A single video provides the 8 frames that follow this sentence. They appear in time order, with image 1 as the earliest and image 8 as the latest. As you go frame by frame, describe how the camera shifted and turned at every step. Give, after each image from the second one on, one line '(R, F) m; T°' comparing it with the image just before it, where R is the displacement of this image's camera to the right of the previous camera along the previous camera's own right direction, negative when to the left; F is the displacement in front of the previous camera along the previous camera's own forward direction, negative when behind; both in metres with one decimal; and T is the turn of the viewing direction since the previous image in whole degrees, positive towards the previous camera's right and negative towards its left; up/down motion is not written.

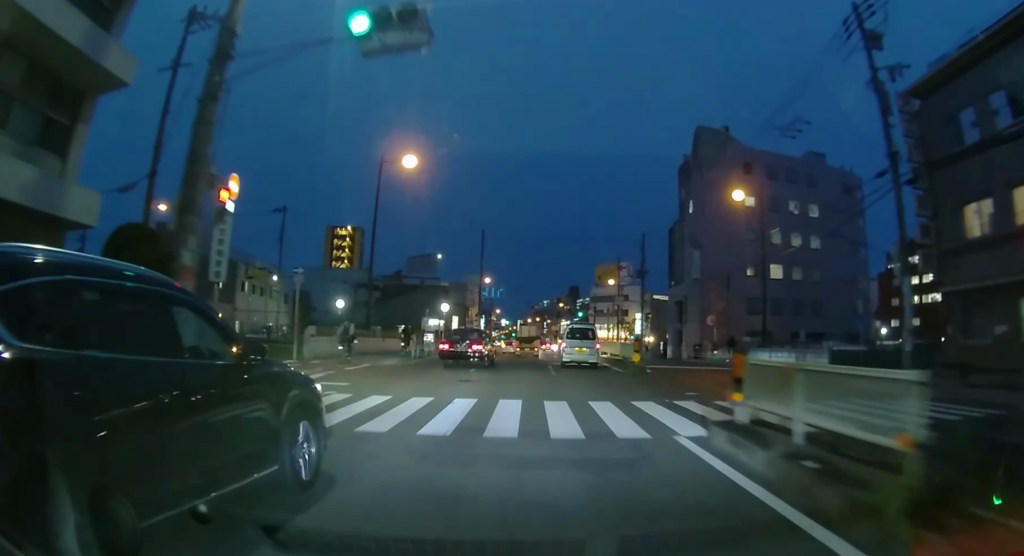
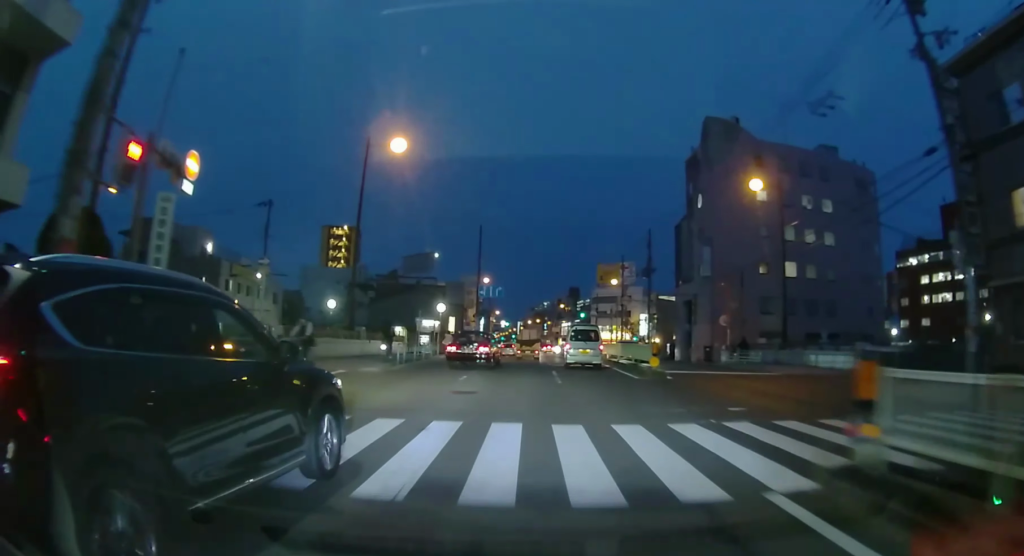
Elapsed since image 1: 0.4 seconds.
(0.0, +2.9) m; 0°
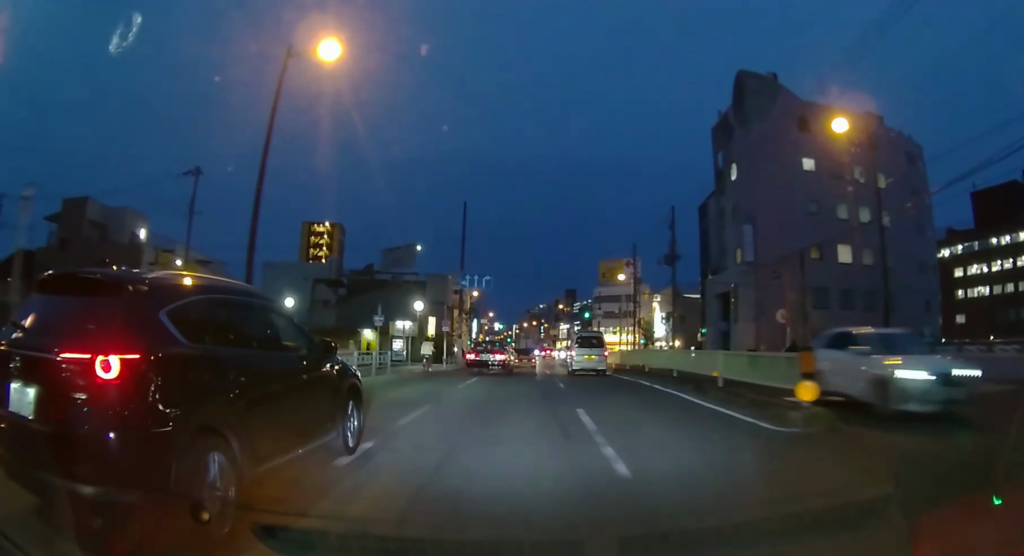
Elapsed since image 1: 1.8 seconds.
(+0.1, +10.6) m; +1°
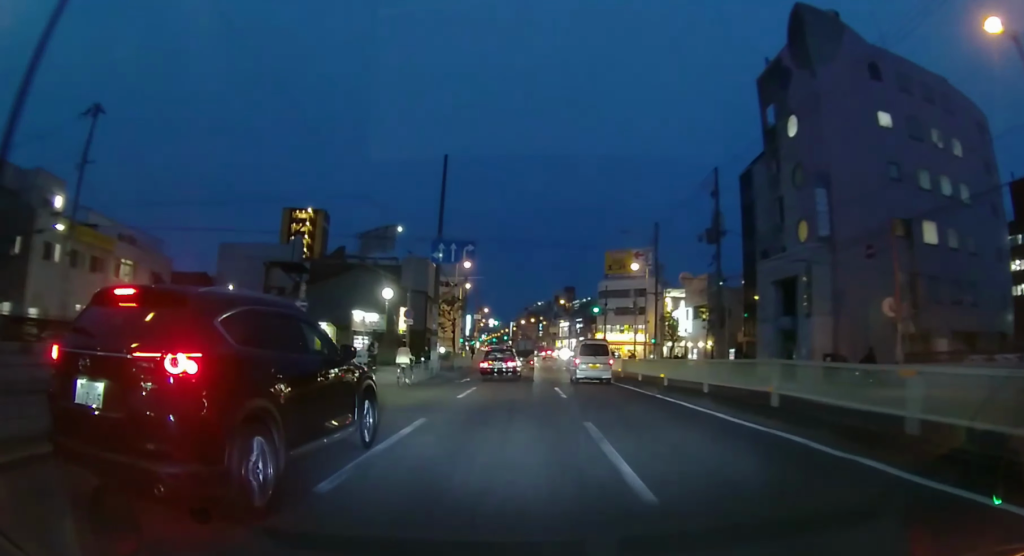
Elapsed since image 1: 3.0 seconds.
(0.0, +10.4) m; +1°
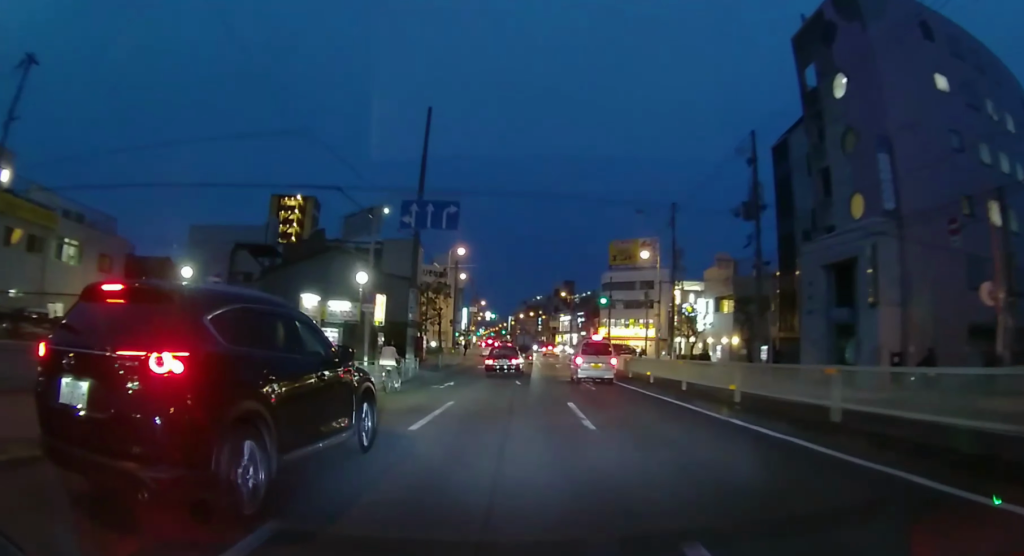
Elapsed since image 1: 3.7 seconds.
(0.0, +6.0) m; +1°
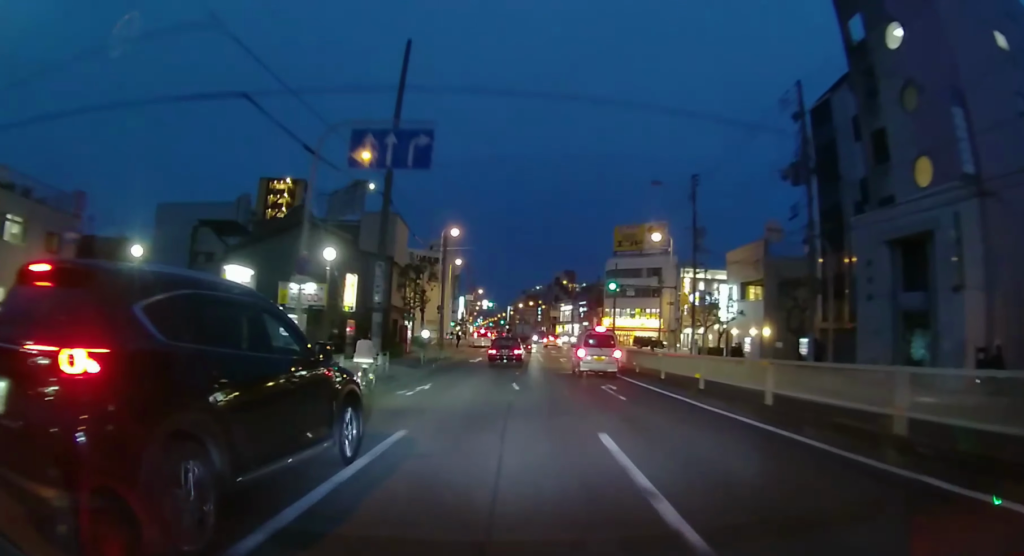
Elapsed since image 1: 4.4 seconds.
(0.0, +5.6) m; 0°
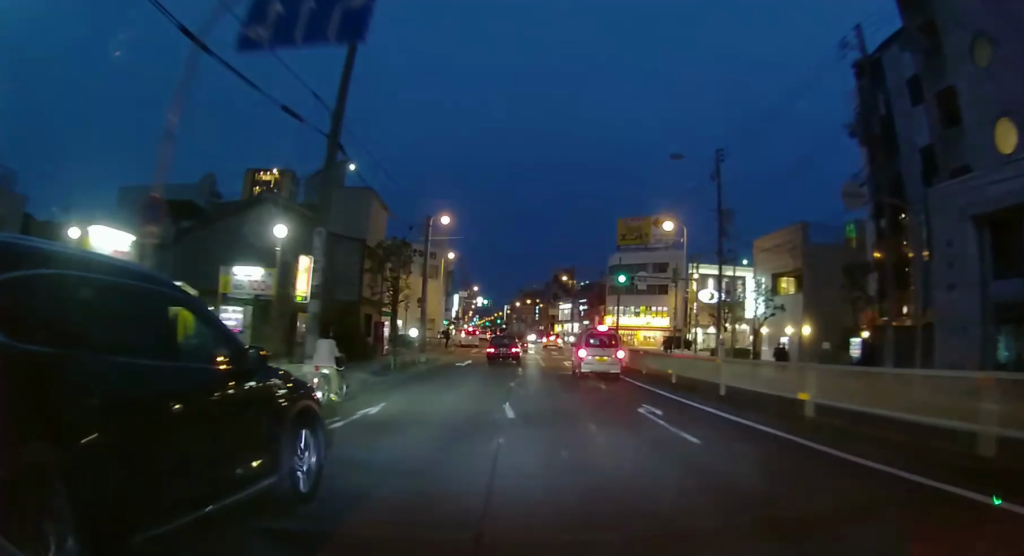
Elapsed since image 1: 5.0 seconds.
(0.0, +5.8) m; 0°
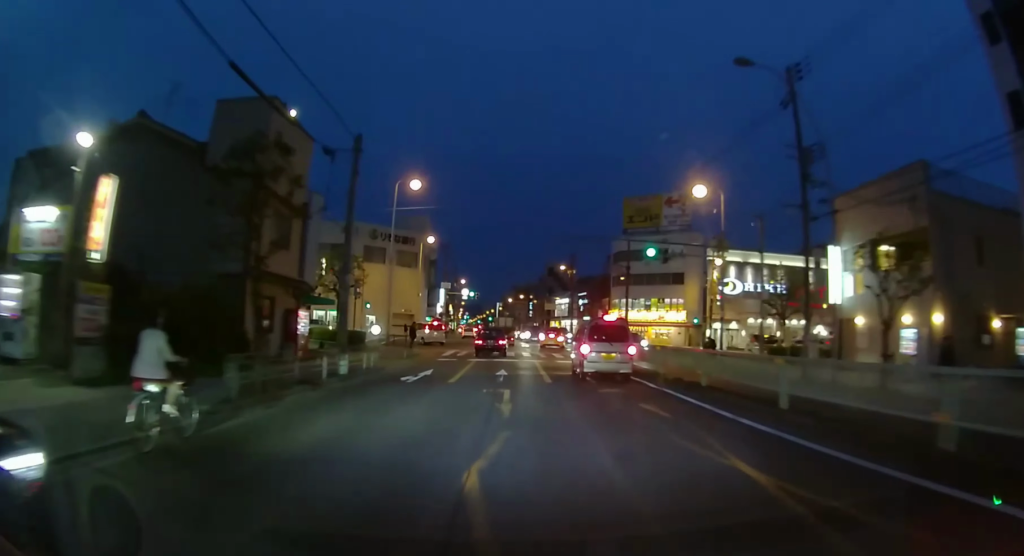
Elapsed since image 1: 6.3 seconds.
(0.0, +11.9) m; 0°
